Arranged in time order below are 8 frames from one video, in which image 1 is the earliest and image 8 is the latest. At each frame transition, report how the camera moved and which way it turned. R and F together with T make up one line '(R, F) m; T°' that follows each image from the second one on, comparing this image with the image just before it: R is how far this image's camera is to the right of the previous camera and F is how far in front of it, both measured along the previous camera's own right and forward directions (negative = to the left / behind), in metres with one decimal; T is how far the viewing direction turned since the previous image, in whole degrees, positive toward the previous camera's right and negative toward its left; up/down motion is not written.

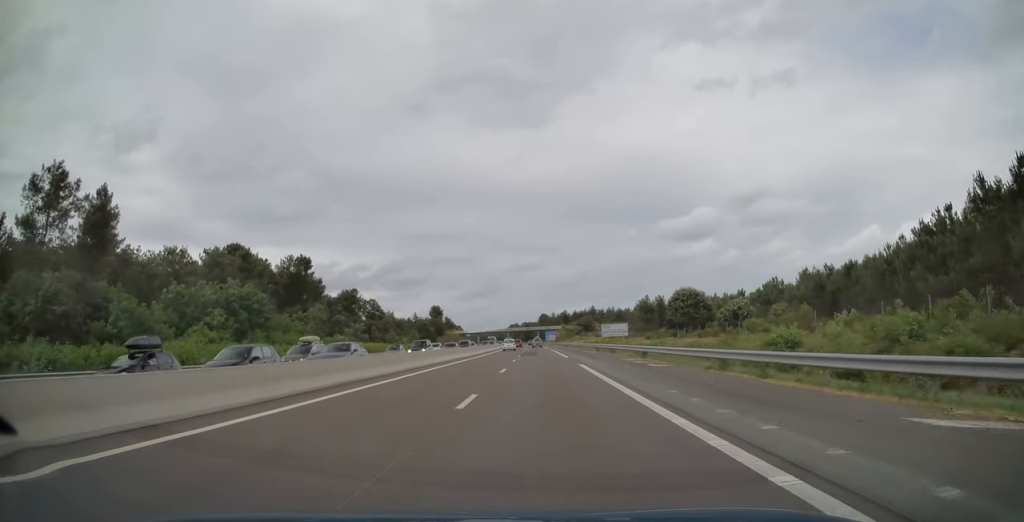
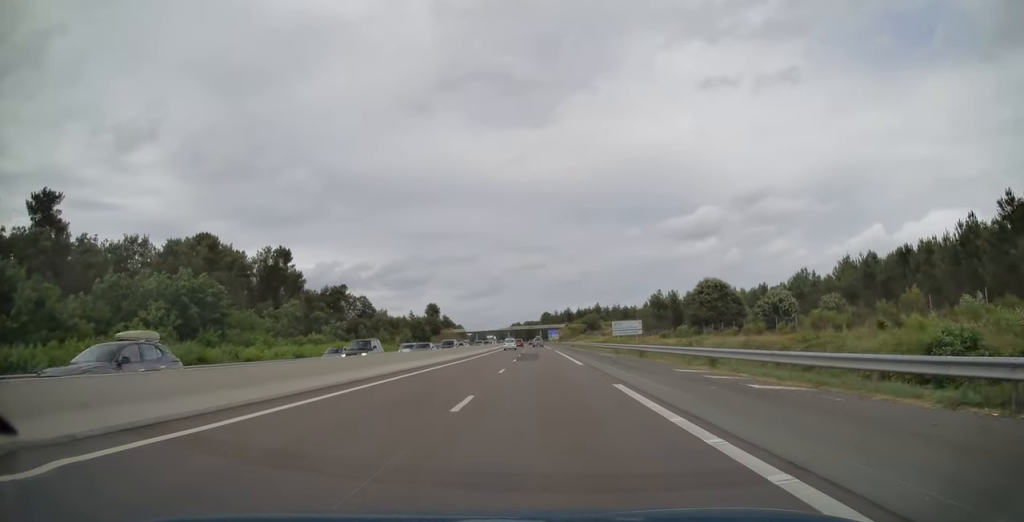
(0.0, +14.0) m; 0°
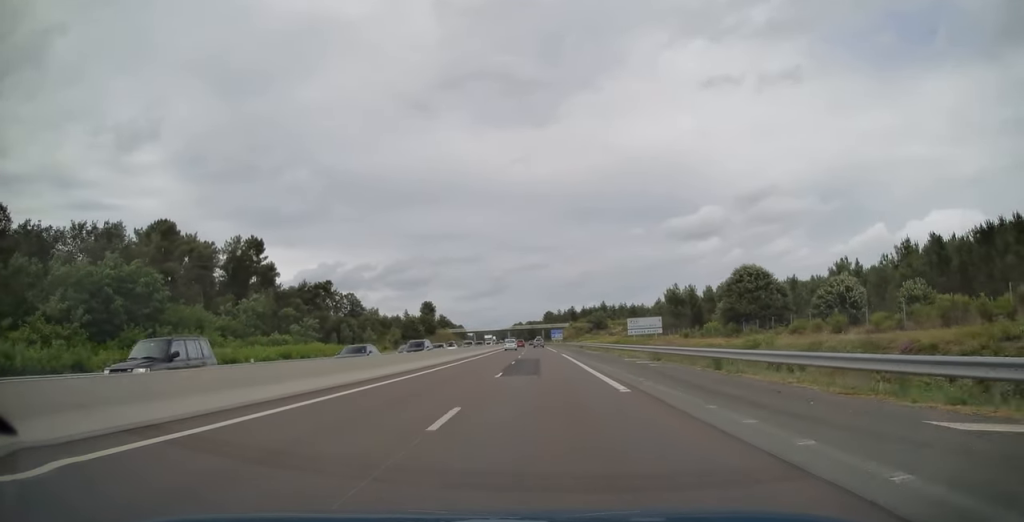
(0.0, +15.6) m; 0°
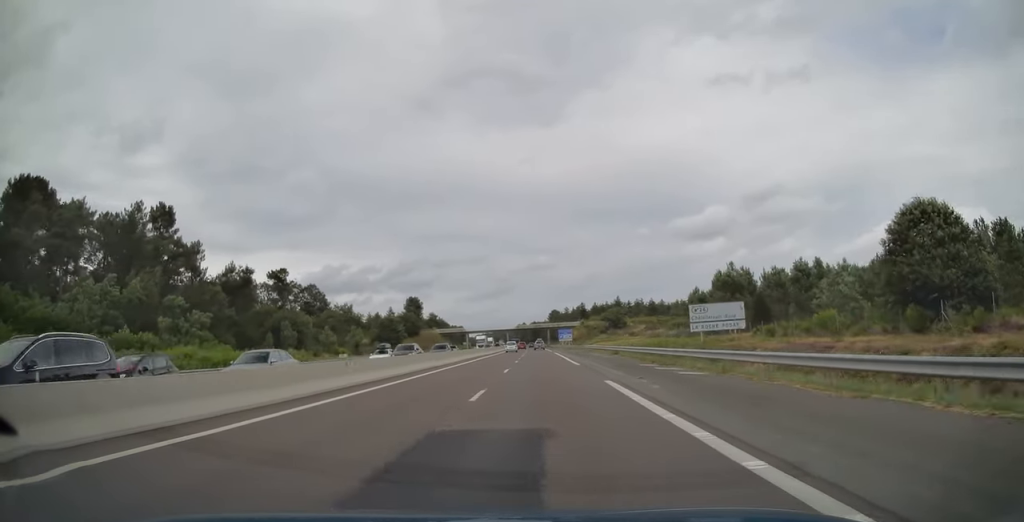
(-0.2, +35.0) m; 0°
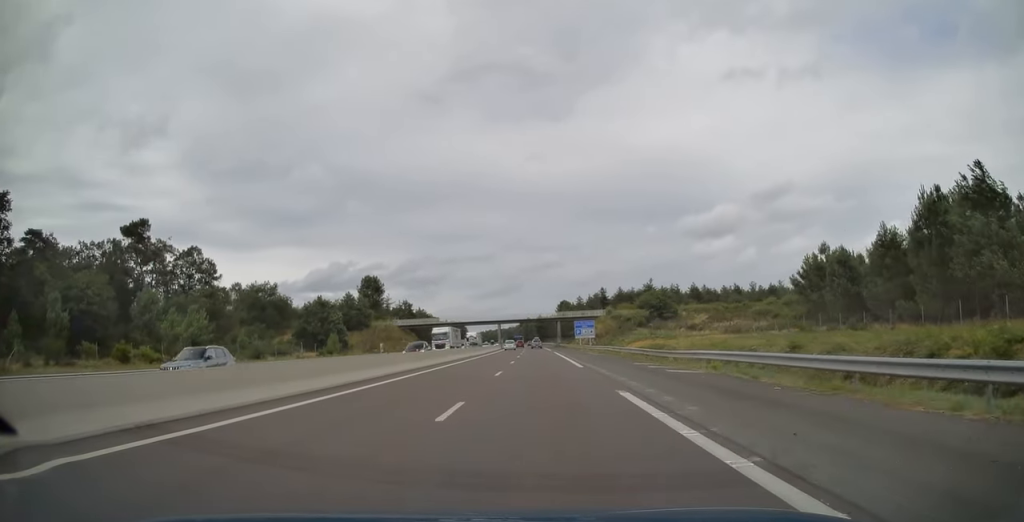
(-0.3, +57.0) m; -1°
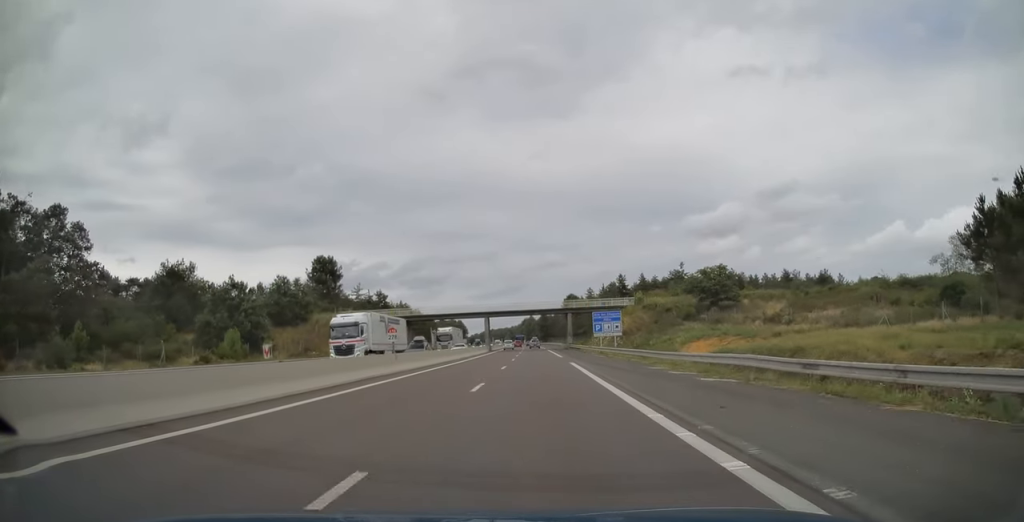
(-0.1, +33.9) m; -1°
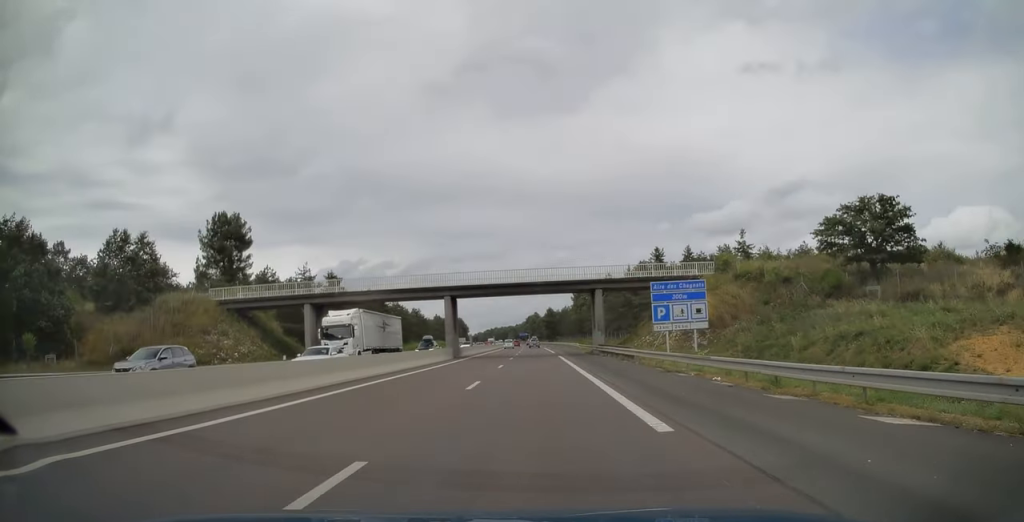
(-0.2, +39.3) m; 0°
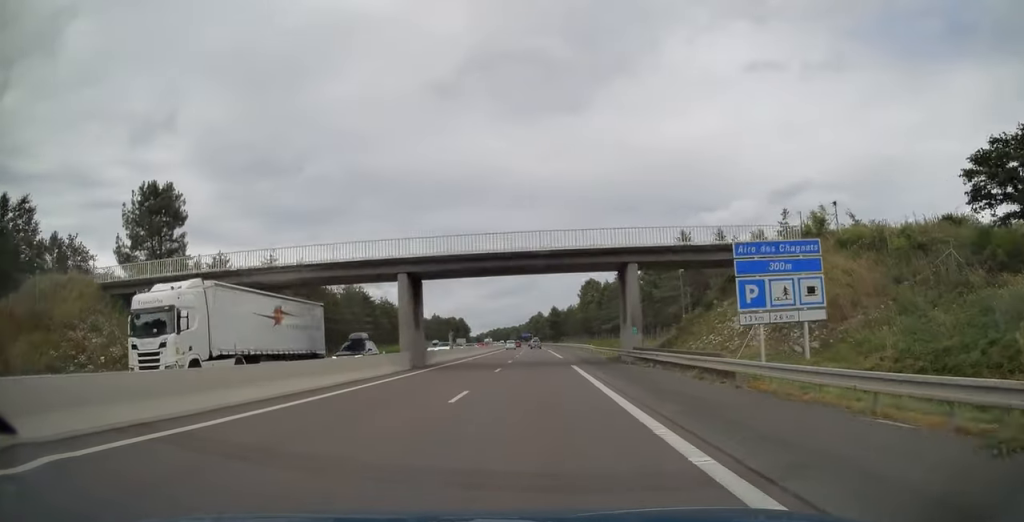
(+0.1, +16.7) m; 0°
